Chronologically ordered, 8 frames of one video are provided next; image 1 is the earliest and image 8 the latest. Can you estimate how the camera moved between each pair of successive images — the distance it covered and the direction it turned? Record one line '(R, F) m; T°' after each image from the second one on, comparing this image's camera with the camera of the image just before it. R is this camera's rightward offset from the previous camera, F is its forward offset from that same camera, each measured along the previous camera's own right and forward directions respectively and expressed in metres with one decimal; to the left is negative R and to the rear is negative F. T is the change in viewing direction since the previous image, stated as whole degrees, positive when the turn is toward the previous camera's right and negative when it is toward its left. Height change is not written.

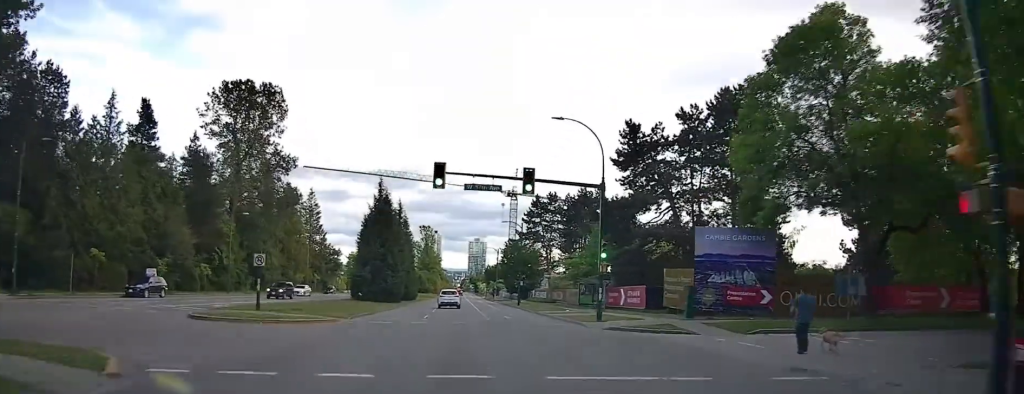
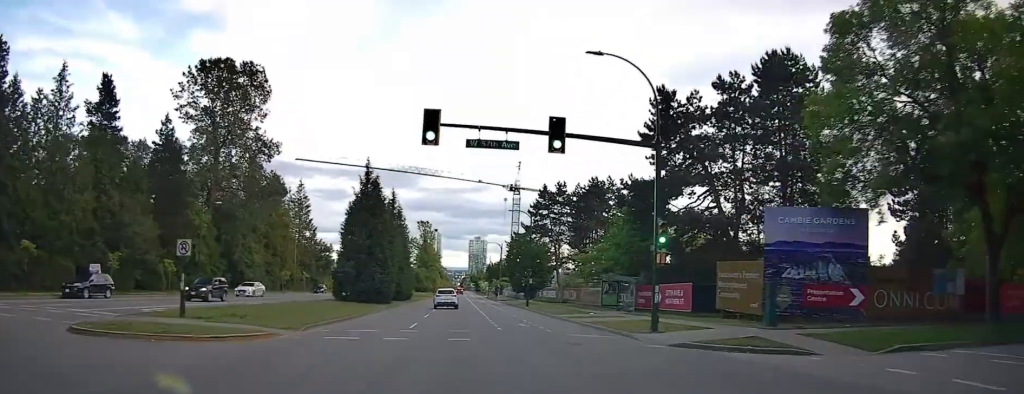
(0.0, +8.6) m; +1°
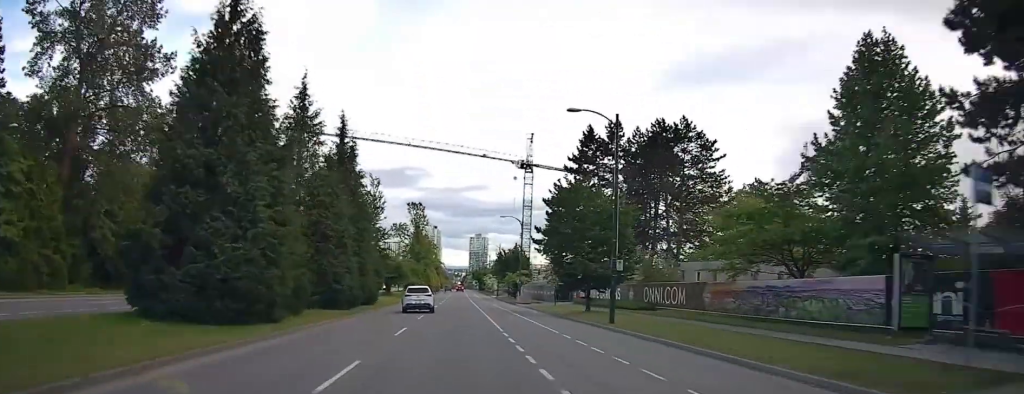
(+0.5, +31.9) m; 0°
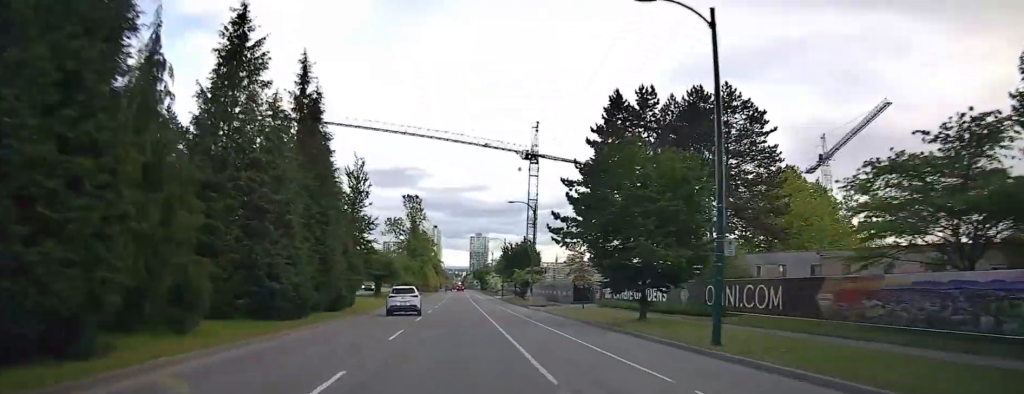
(-0.1, +10.5) m; 0°
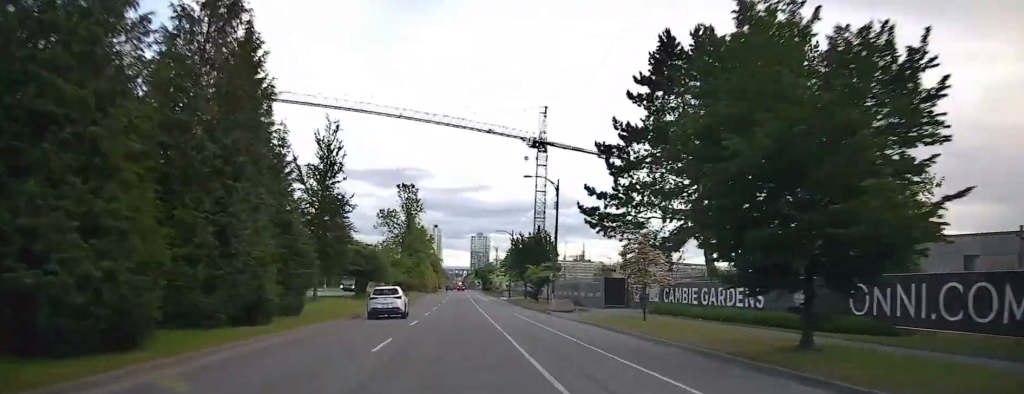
(0.0, +12.1) m; +1°
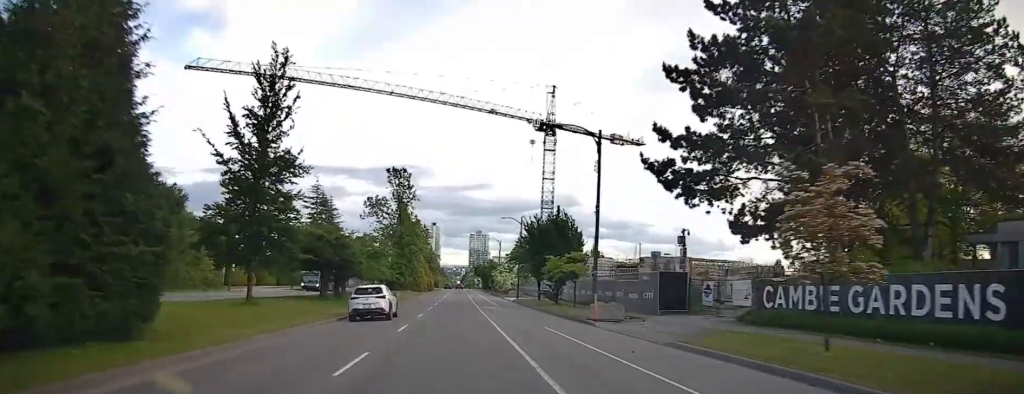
(+0.5, +13.3) m; 0°
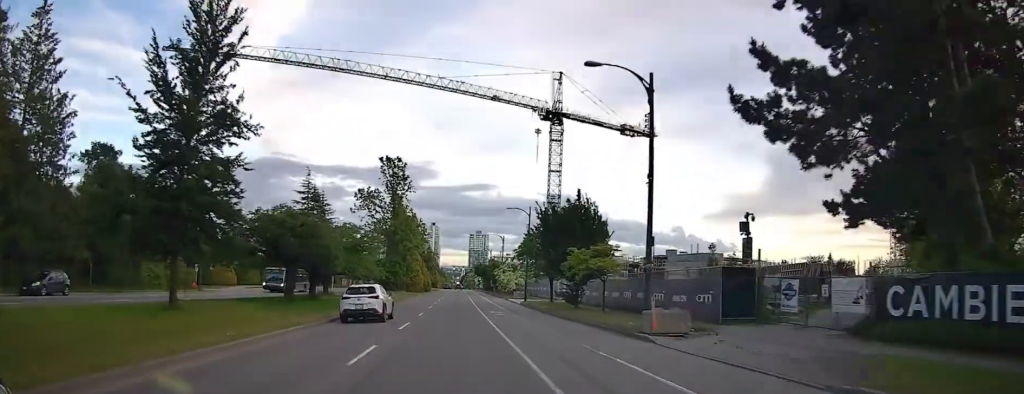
(-0.3, +8.0) m; 0°
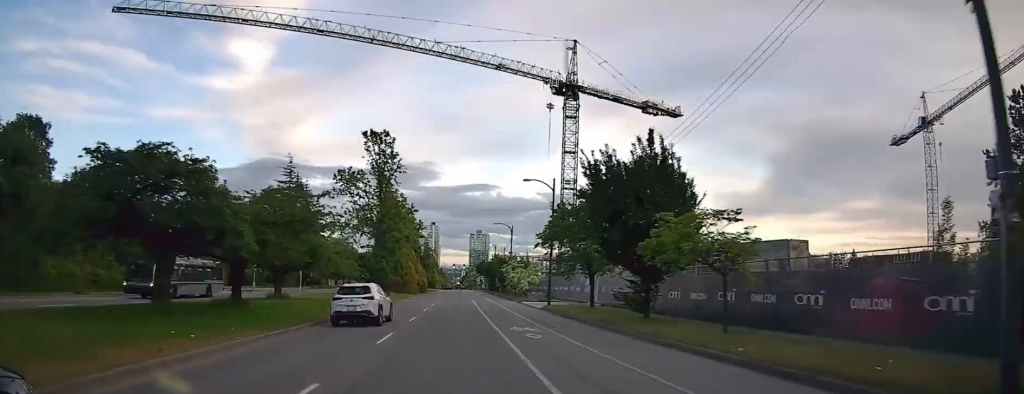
(+0.1, +14.5) m; 0°
